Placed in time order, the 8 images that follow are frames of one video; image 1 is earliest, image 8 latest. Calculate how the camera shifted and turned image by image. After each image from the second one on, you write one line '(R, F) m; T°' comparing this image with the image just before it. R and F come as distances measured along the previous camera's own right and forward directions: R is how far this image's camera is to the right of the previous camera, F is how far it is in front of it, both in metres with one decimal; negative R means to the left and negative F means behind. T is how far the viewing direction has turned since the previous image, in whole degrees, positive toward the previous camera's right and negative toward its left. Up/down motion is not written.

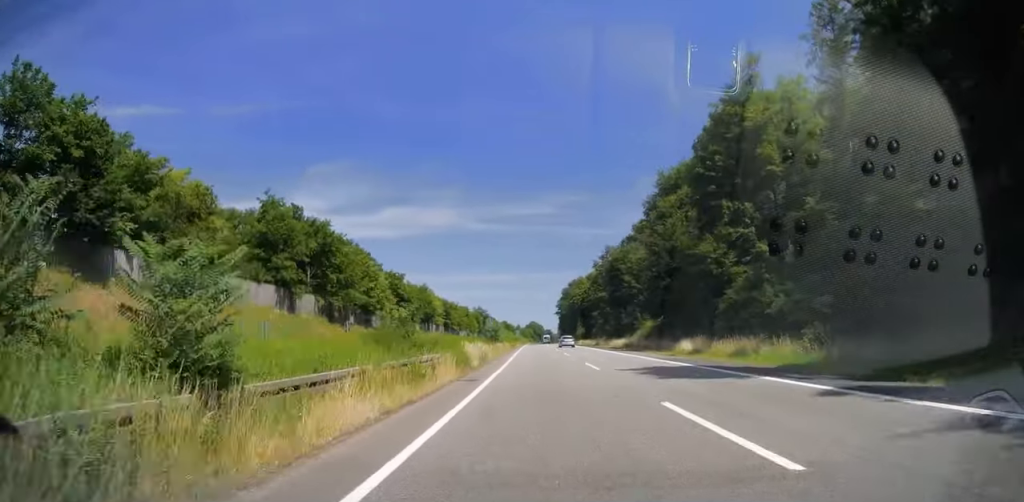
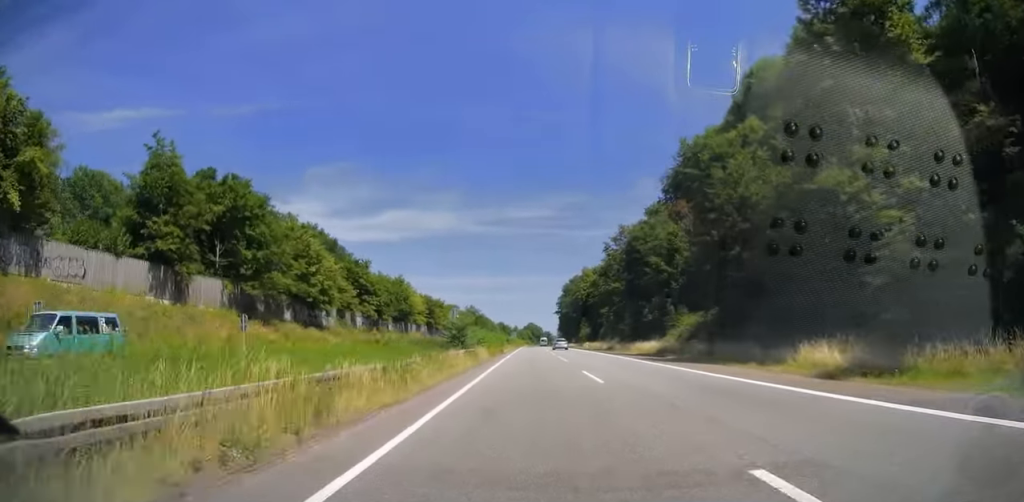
(-0.3, +23.8) m; 0°
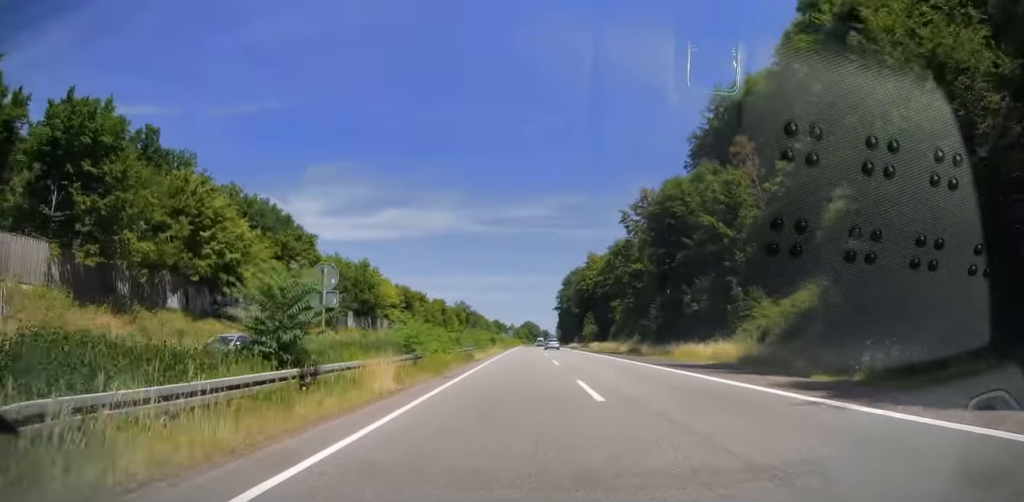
(+0.2, +23.2) m; +1°
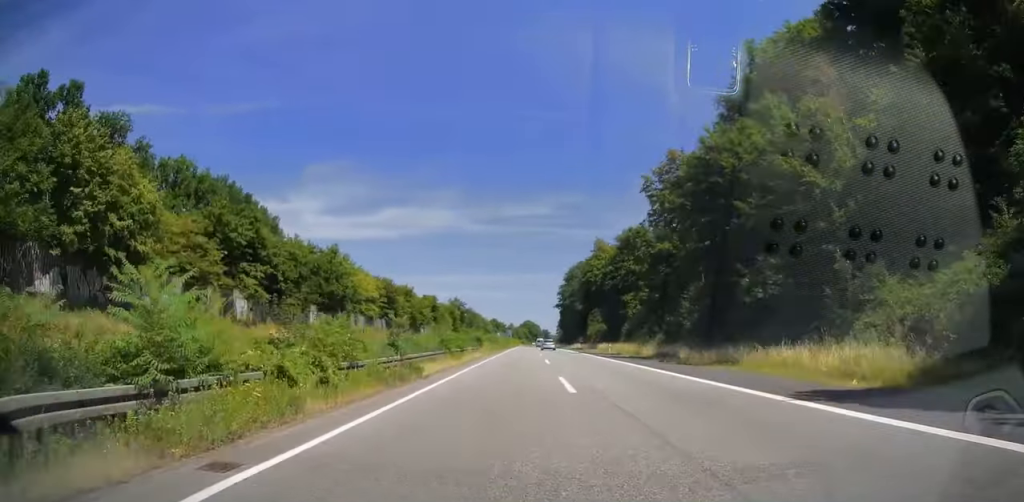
(+0.1, +15.6) m; 0°
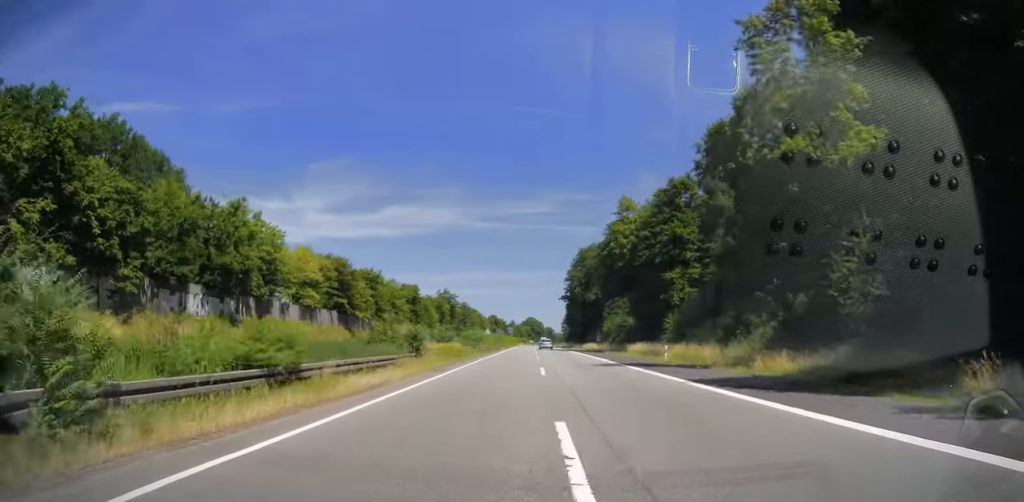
(0.0, +29.3) m; 0°
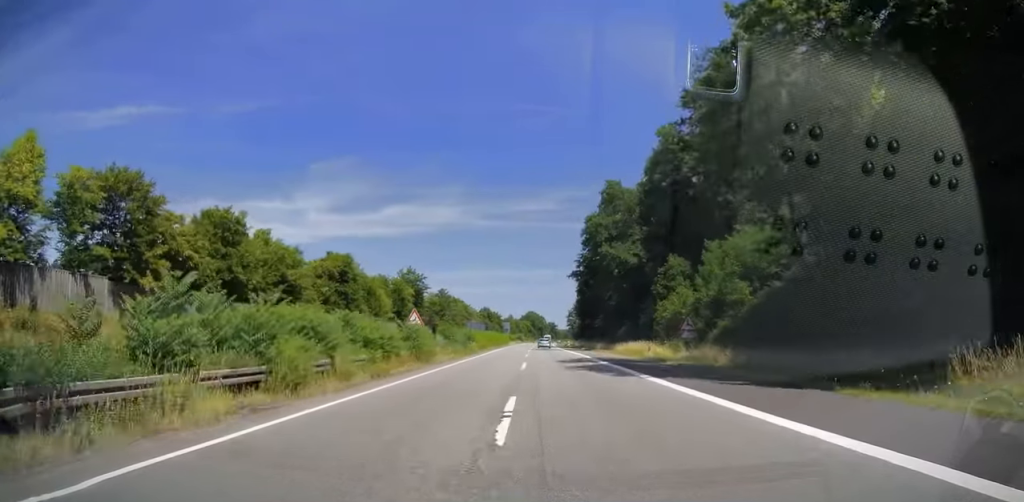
(-0.2, +50.1) m; -1°
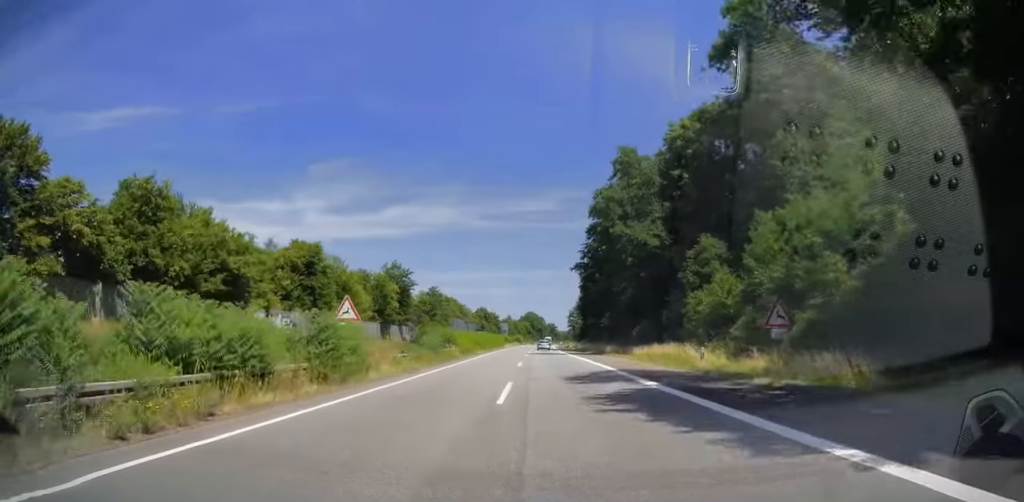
(0.0, +12.9) m; 0°
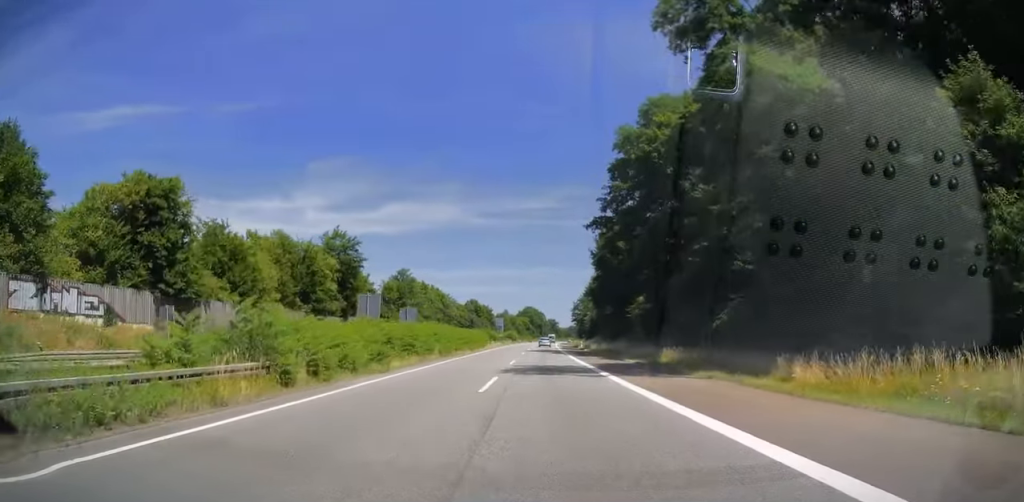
(-0.1, +33.8) m; 0°
